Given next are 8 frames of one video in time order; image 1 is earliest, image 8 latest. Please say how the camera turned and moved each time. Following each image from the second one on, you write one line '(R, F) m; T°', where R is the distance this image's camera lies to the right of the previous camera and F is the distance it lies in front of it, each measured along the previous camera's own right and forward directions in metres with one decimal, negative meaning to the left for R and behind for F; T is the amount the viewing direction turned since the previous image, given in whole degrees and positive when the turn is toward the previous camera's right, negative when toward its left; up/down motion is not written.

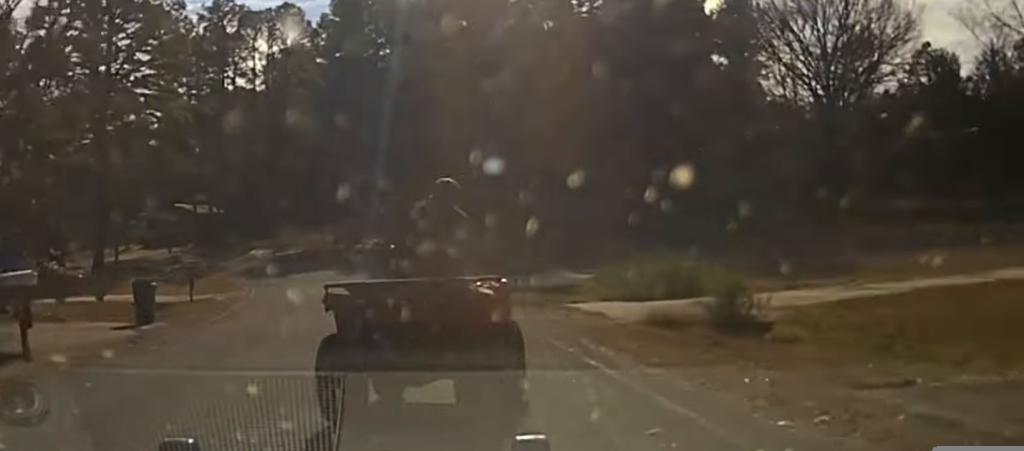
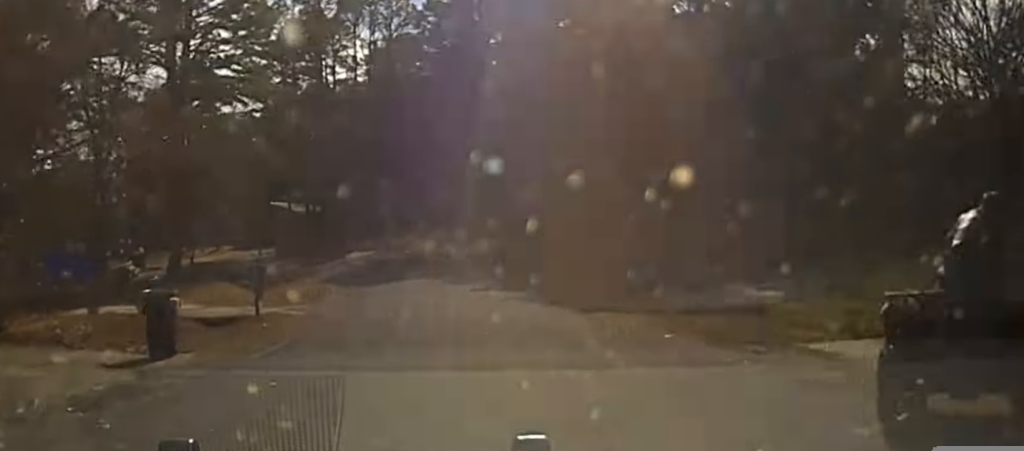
(0.0, +9.6) m; -1°
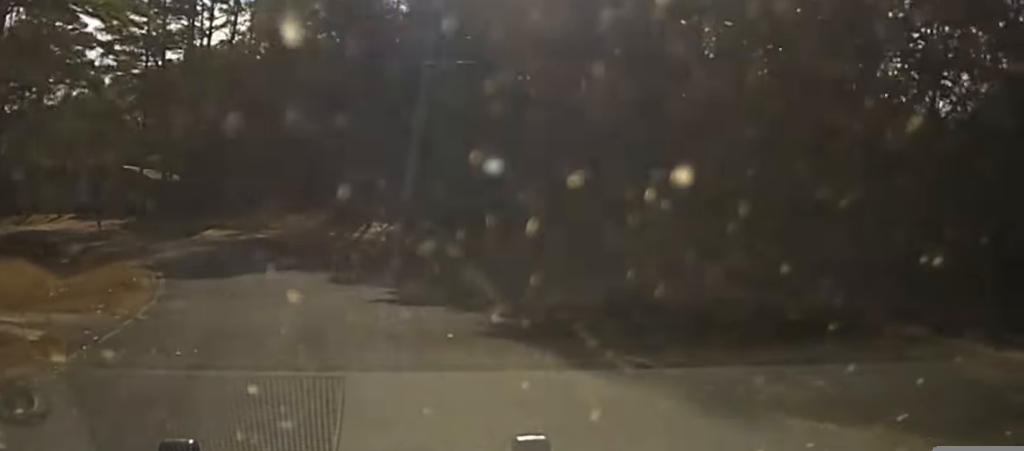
(-0.6, +15.1) m; -2°
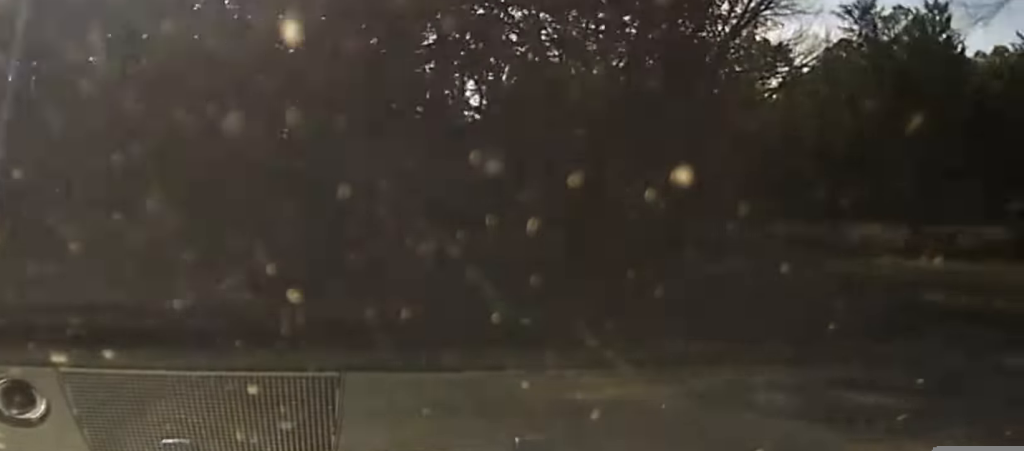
(+0.1, +9.4) m; +14°
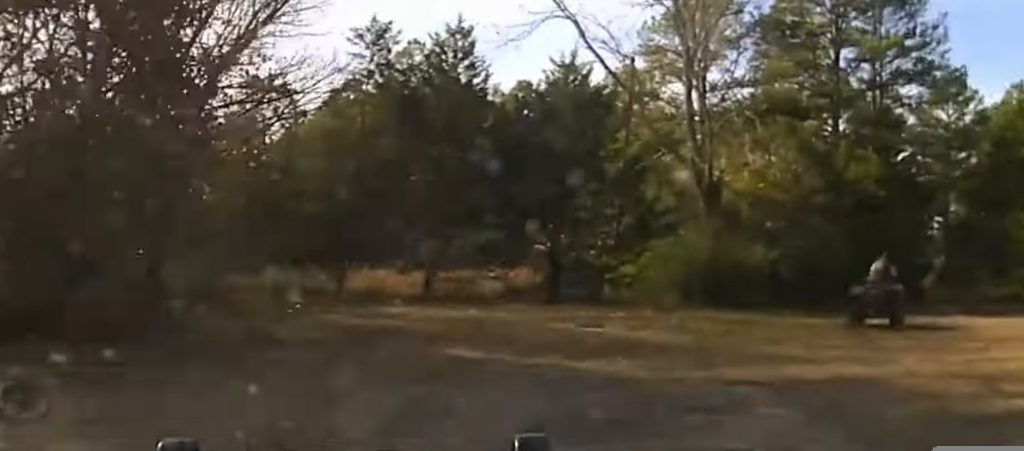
(-0.3, +5.2) m; +18°
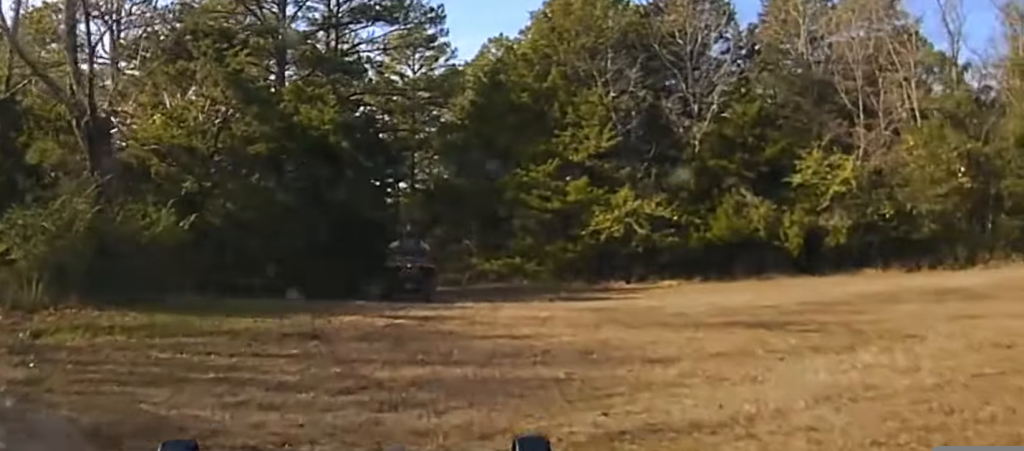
(+4.0, +7.7) m; +41°
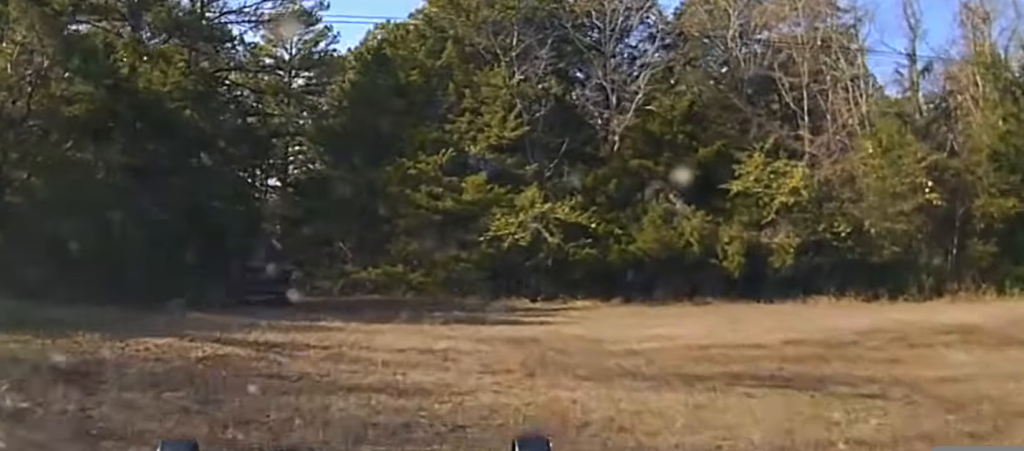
(+0.6, +3.6) m; +11°
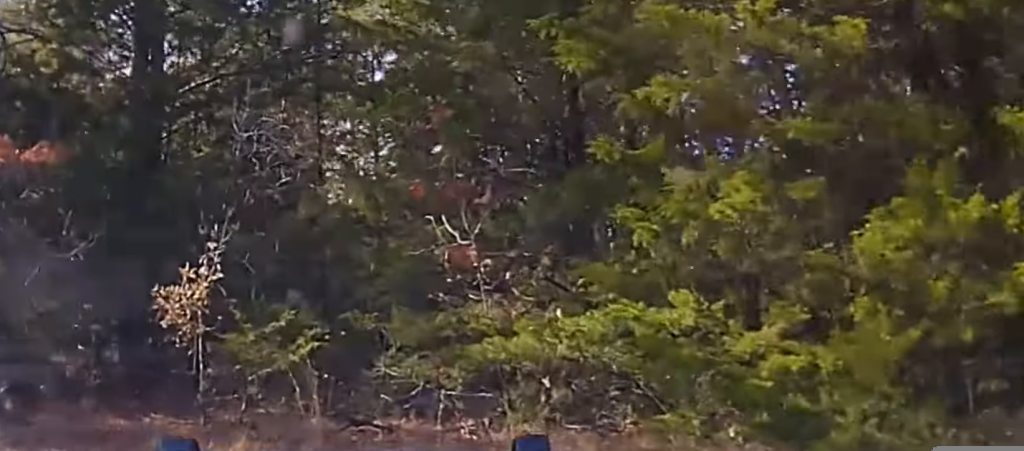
(+4.2, +16.9) m; +13°
